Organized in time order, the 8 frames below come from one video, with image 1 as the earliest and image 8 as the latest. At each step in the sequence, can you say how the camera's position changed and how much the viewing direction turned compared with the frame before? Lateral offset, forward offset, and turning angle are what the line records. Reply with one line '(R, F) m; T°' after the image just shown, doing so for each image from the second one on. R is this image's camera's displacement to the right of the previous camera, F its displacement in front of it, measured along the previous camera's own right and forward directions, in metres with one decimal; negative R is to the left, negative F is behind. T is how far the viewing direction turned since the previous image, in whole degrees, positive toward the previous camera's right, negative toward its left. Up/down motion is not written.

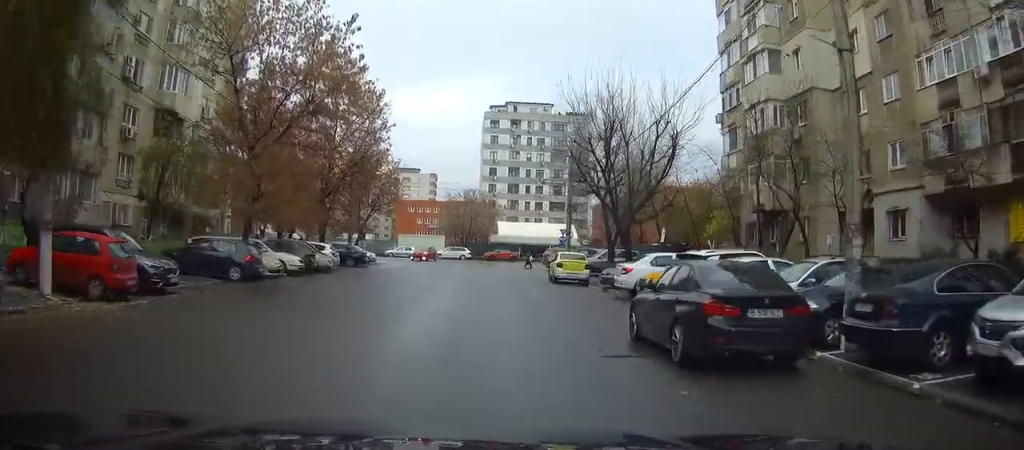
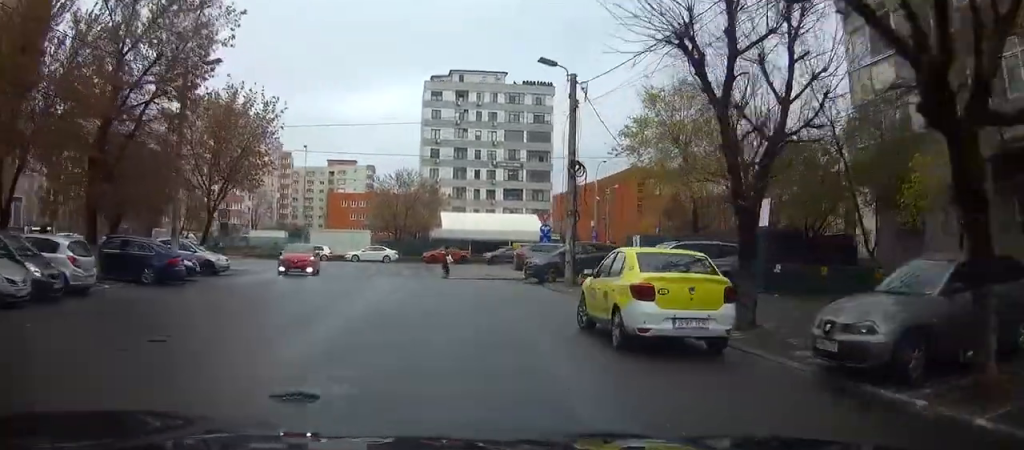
(+0.7, +24.4) m; +3°
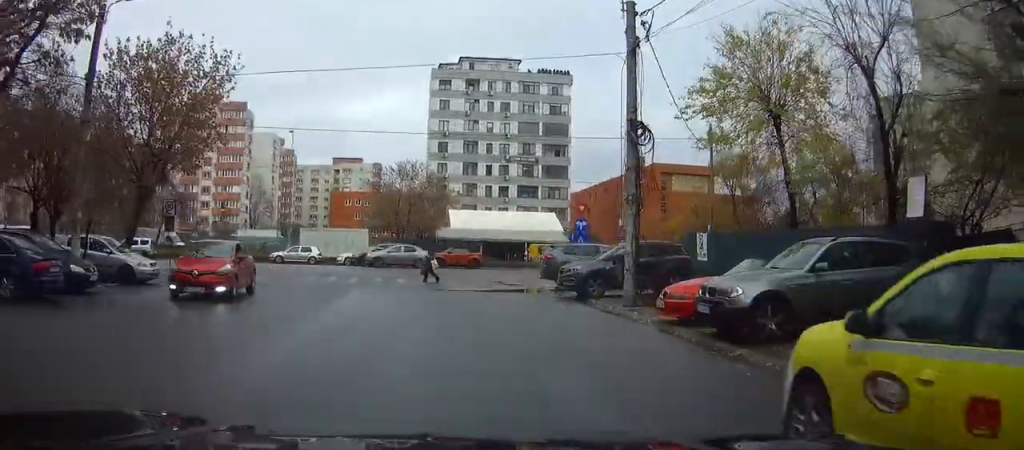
(+0.1, +9.0) m; +1°
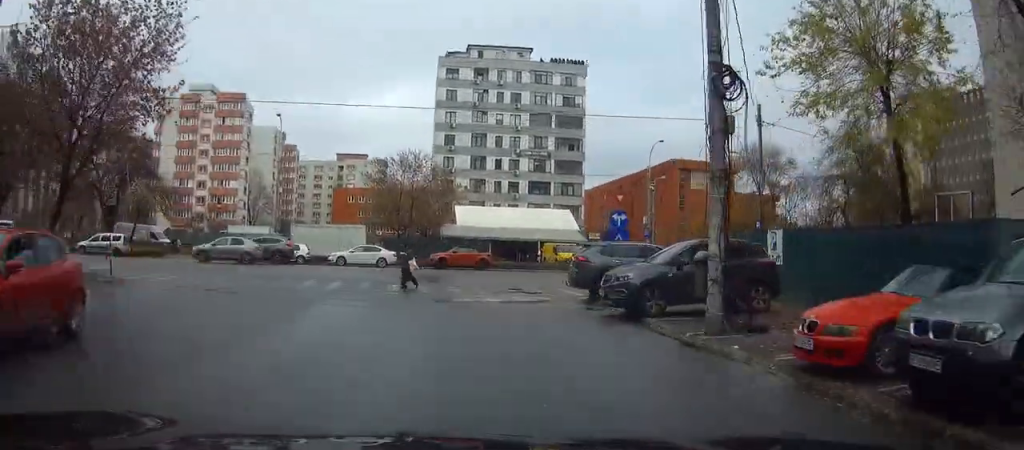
(0.0, +6.3) m; 0°
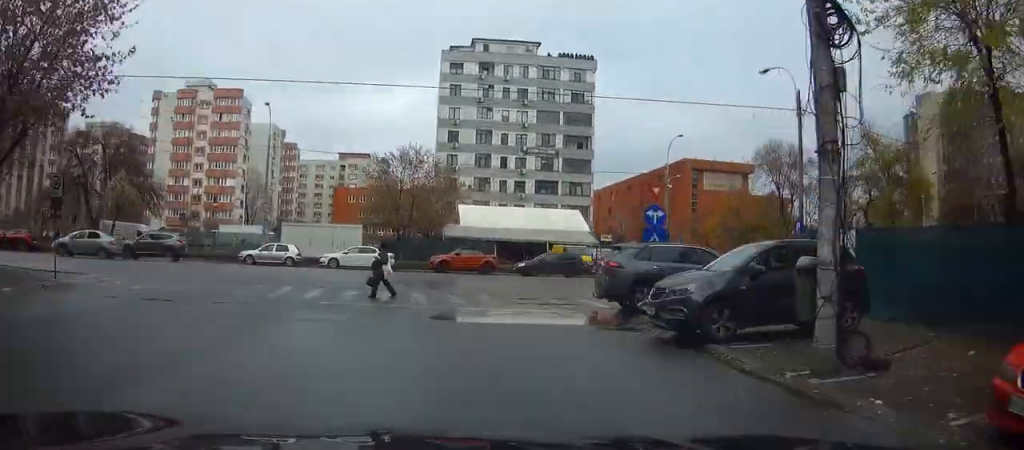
(0.0, +4.5) m; 0°
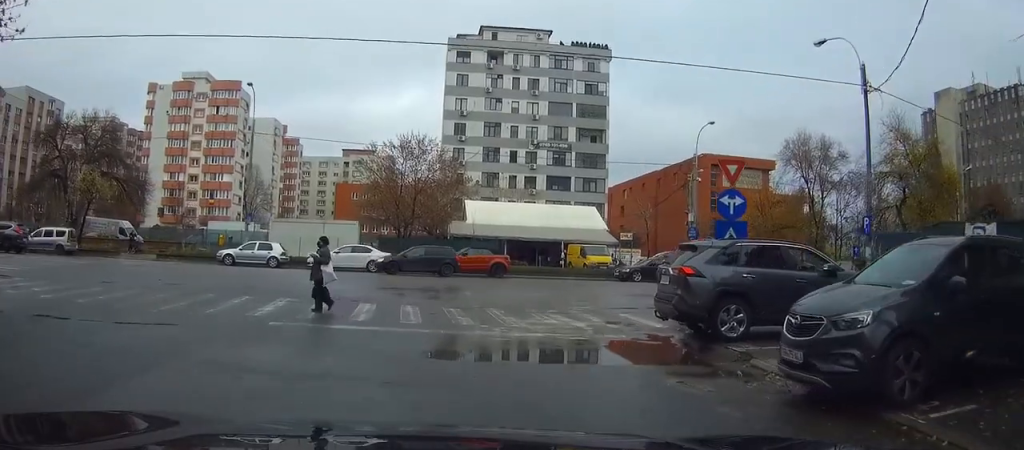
(-0.1, +6.1) m; 0°
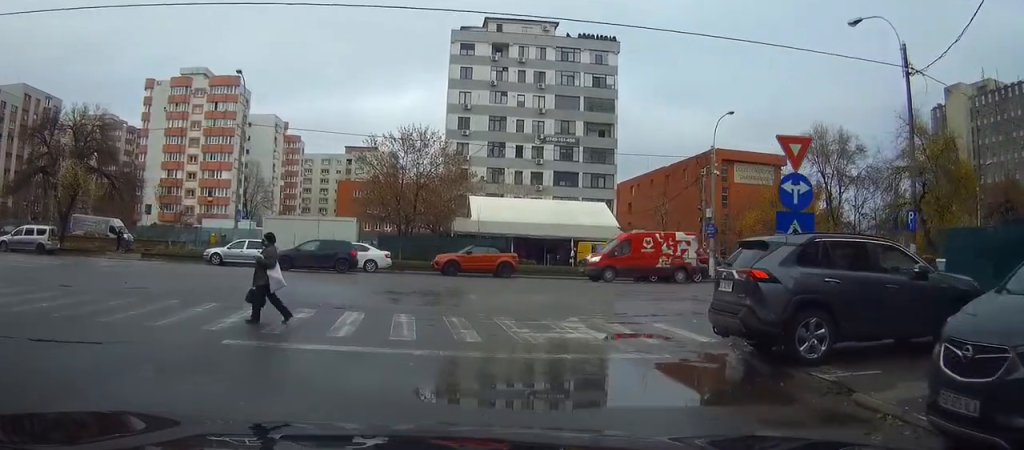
(-0.1, +3.7) m; 0°
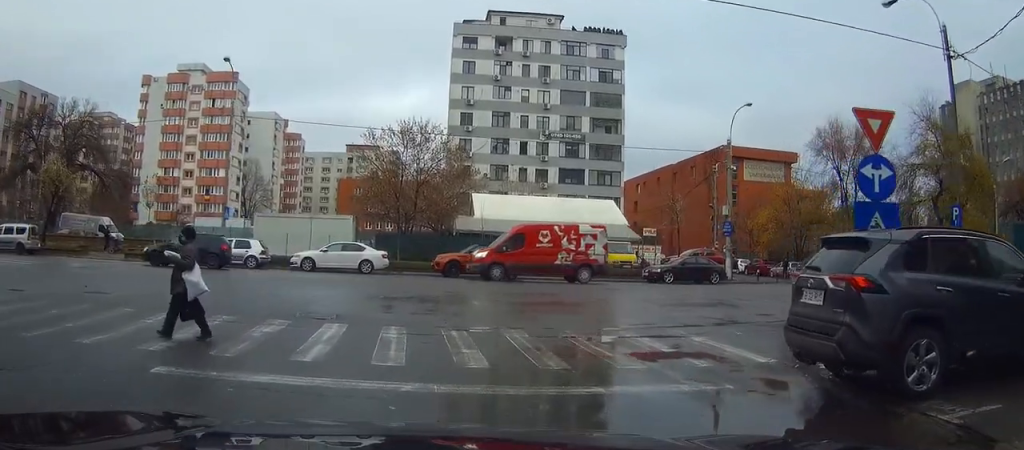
(+0.1, +3.1) m; -2°
